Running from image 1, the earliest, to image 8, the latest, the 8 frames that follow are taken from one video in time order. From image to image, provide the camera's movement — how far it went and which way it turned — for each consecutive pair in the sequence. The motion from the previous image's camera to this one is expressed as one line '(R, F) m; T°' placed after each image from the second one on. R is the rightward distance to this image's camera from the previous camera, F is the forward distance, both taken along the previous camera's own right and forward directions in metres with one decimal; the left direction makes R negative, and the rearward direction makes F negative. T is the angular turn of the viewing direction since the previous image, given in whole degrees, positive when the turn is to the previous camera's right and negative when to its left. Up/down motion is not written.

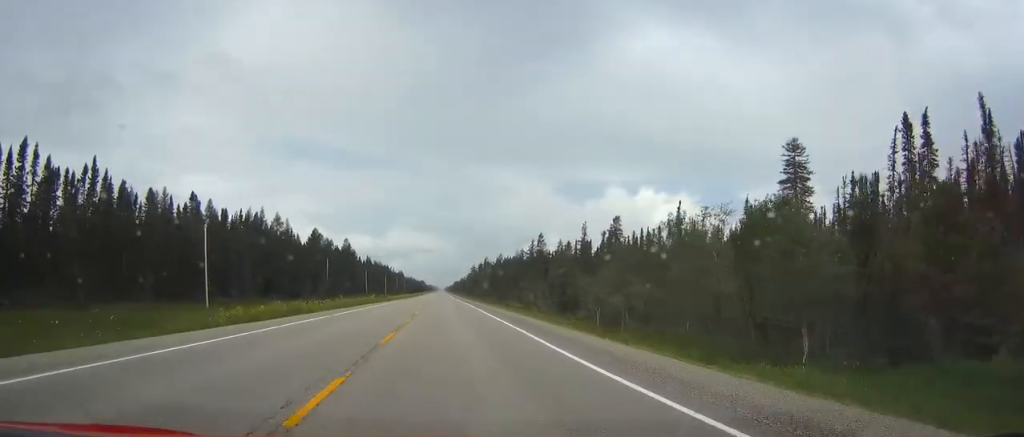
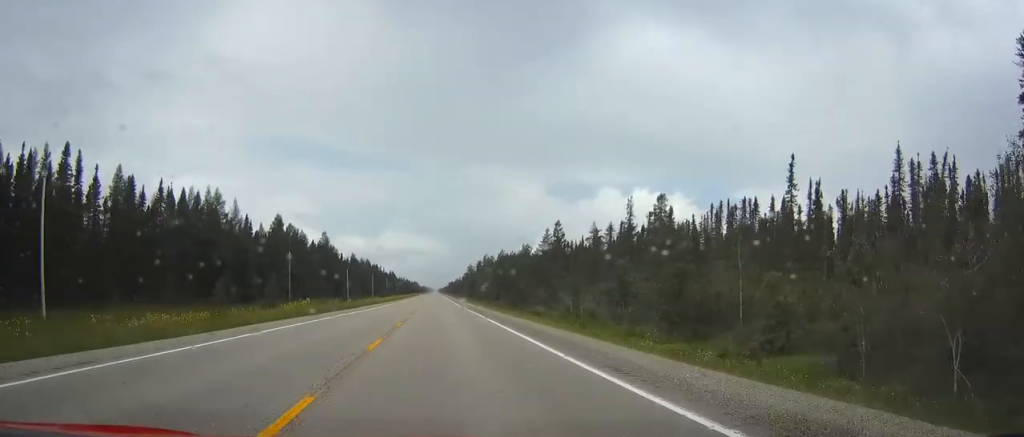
(0.0, +40.2) m; 0°
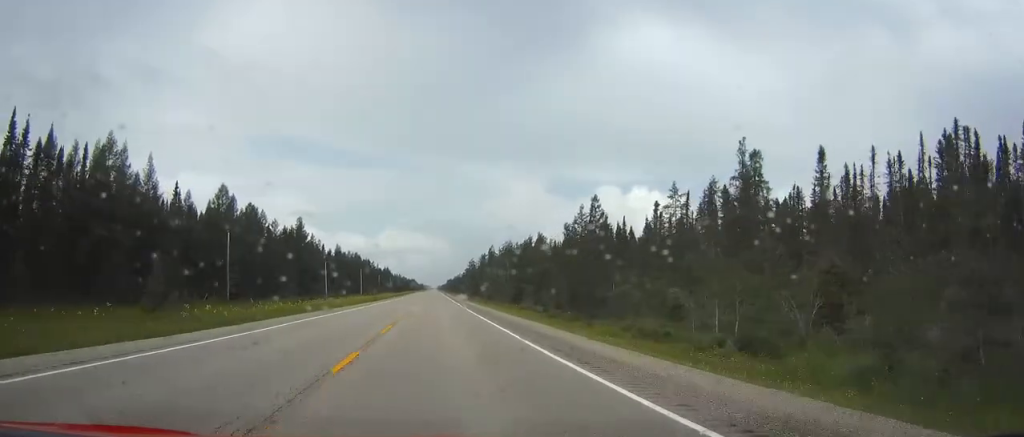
(0.0, +42.1) m; 0°
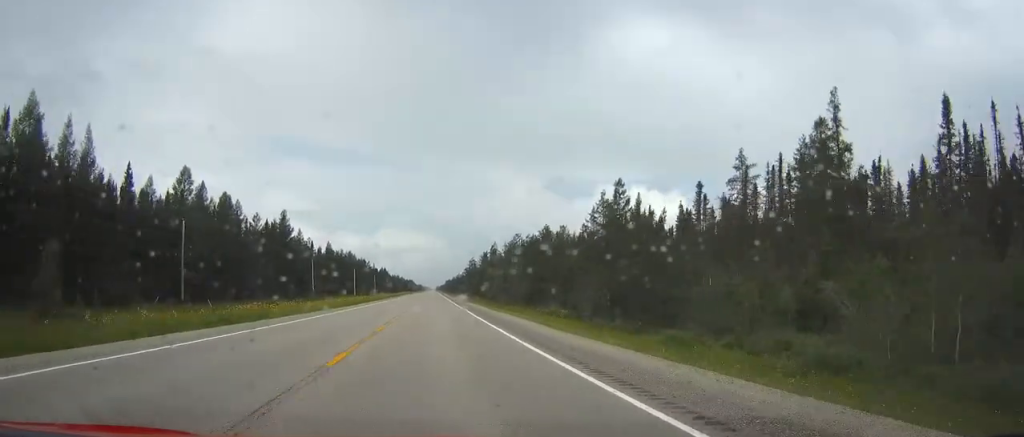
(0.0, +18.4) m; 0°
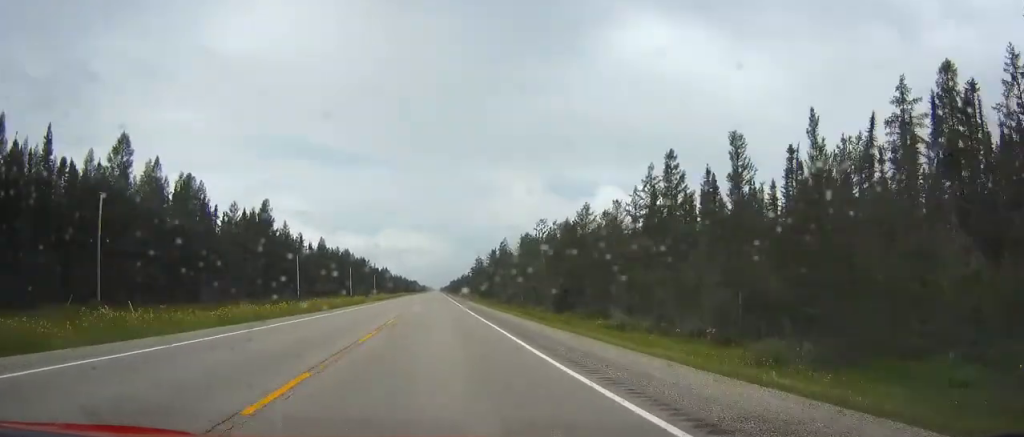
(0.0, +23.5) m; 0°
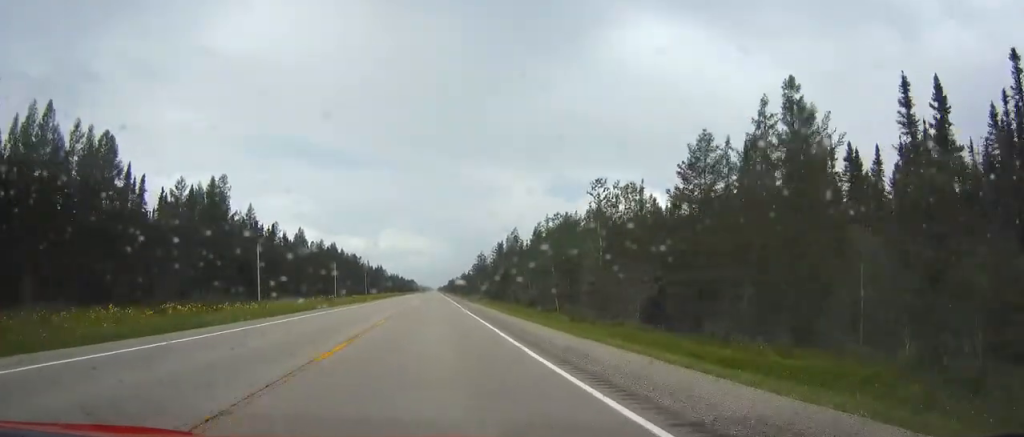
(0.0, +32.6) m; 0°
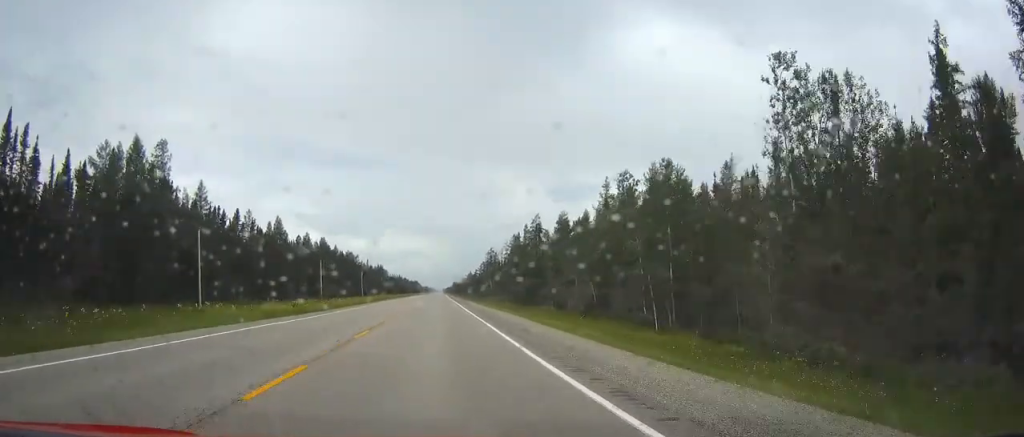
(0.0, +32.5) m; 0°
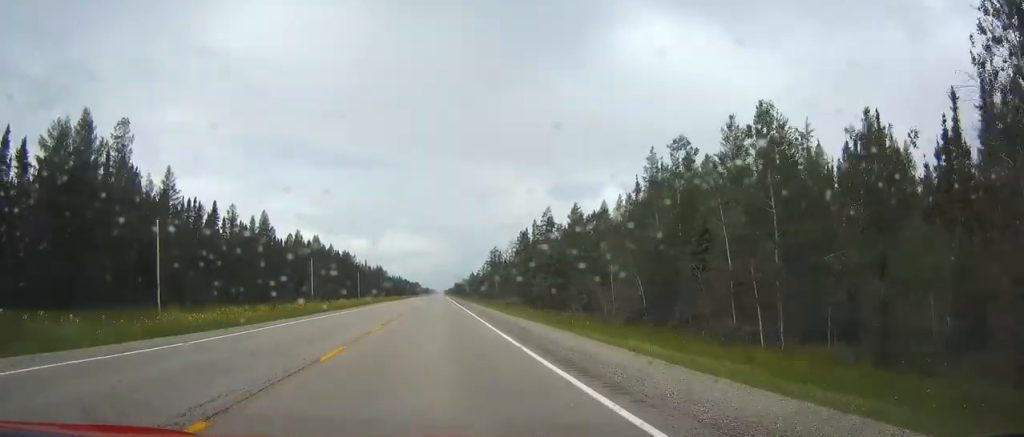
(0.0, +14.2) m; 0°
